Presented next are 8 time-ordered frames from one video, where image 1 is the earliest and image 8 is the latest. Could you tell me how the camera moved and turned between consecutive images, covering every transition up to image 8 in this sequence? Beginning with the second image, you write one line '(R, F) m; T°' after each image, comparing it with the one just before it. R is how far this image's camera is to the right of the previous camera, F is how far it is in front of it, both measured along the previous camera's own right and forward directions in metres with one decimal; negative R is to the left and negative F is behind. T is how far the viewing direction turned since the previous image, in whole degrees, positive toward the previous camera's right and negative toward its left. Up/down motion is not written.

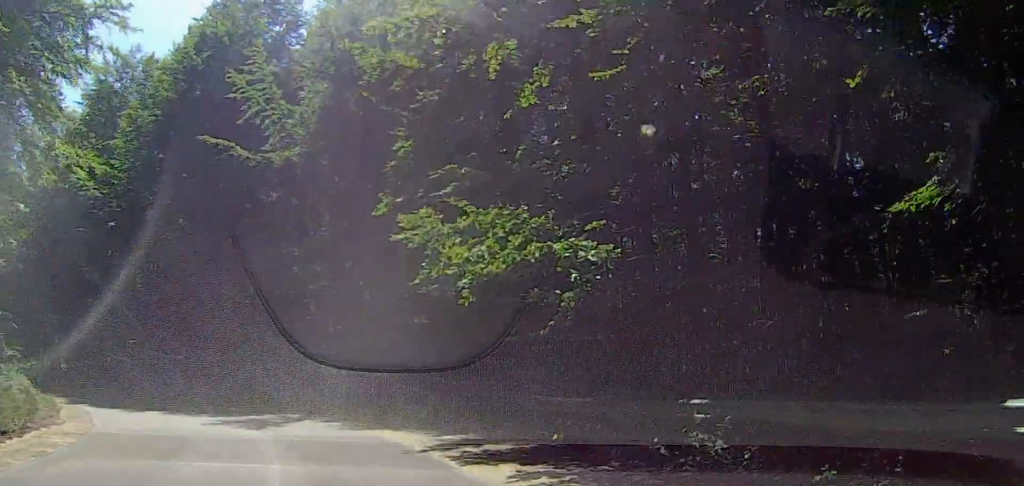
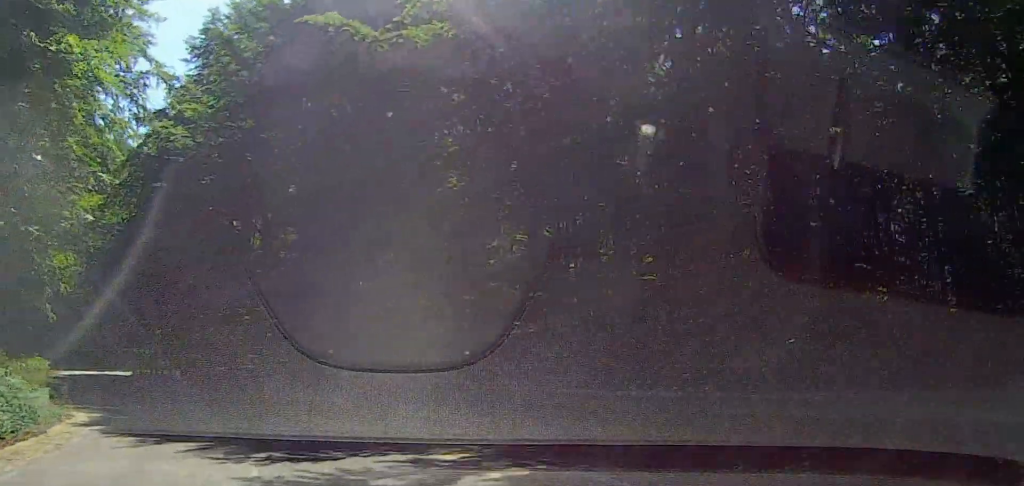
(-0.3, +10.5) m; -12°
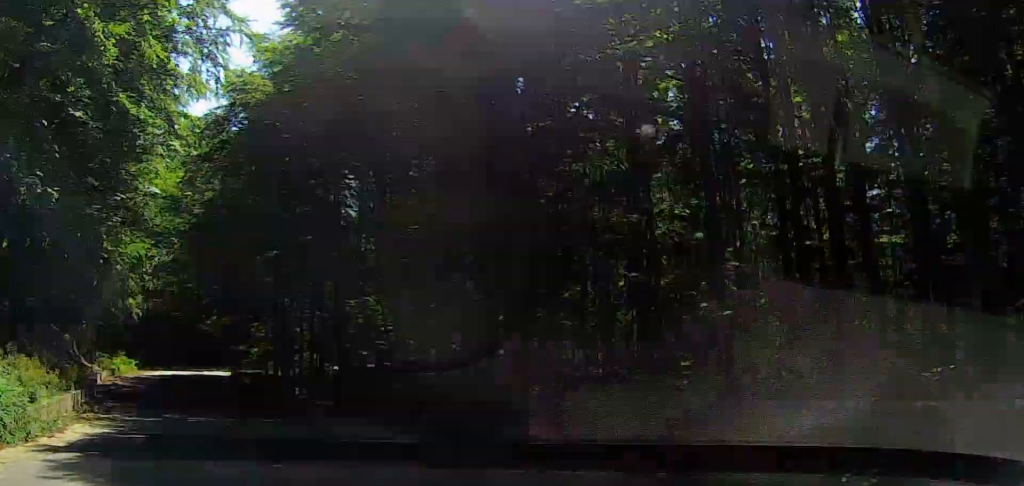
(+0.6, +6.0) m; -15°
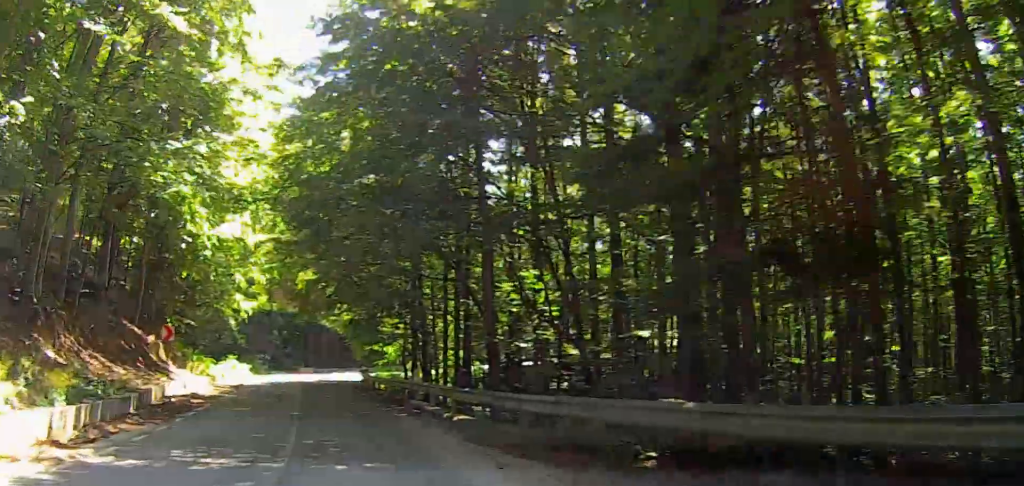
(-2.7, +7.5) m; -16°
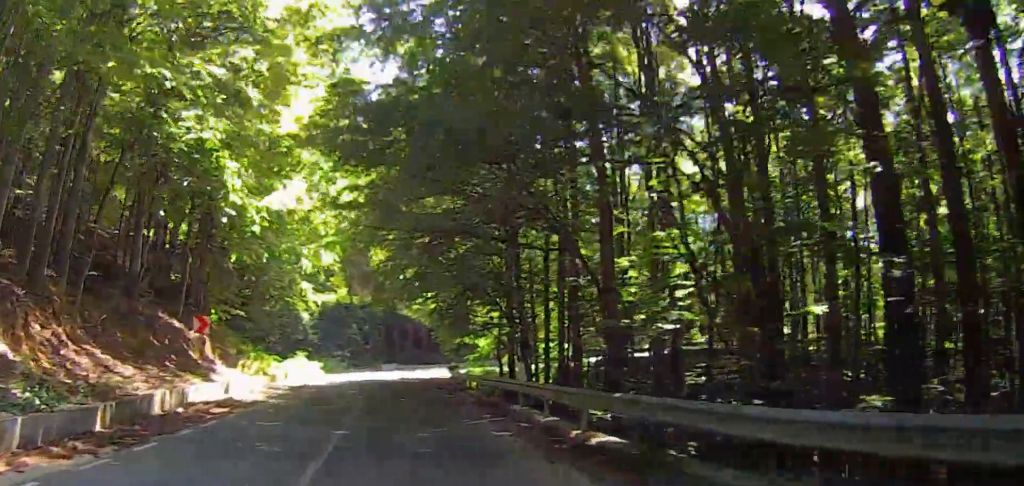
(-0.7, +6.4) m; -7°
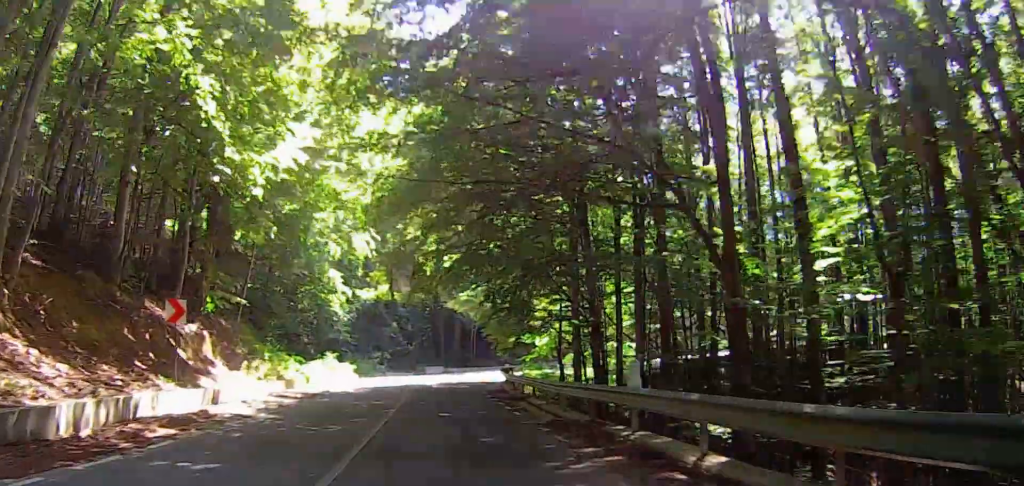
(+0.1, +6.5) m; -2°
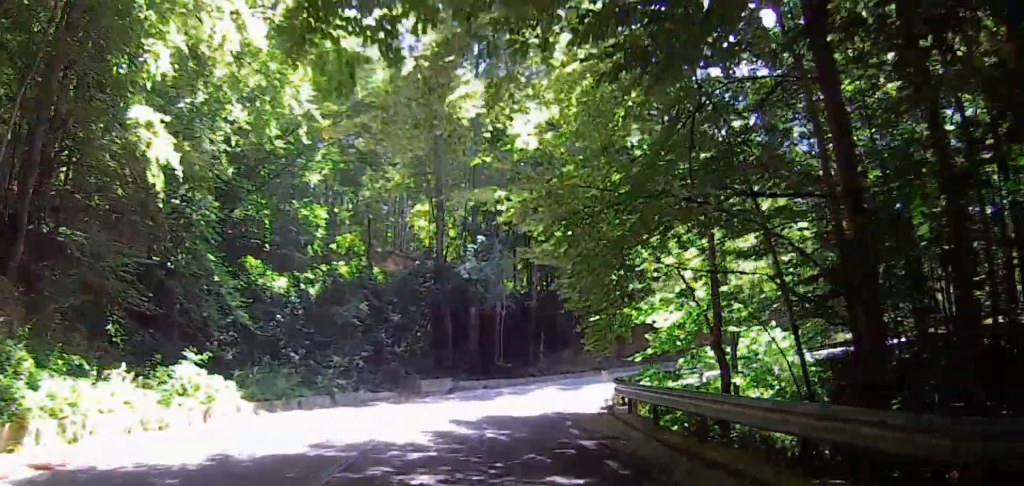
(-1.1, +25.6) m; -1°
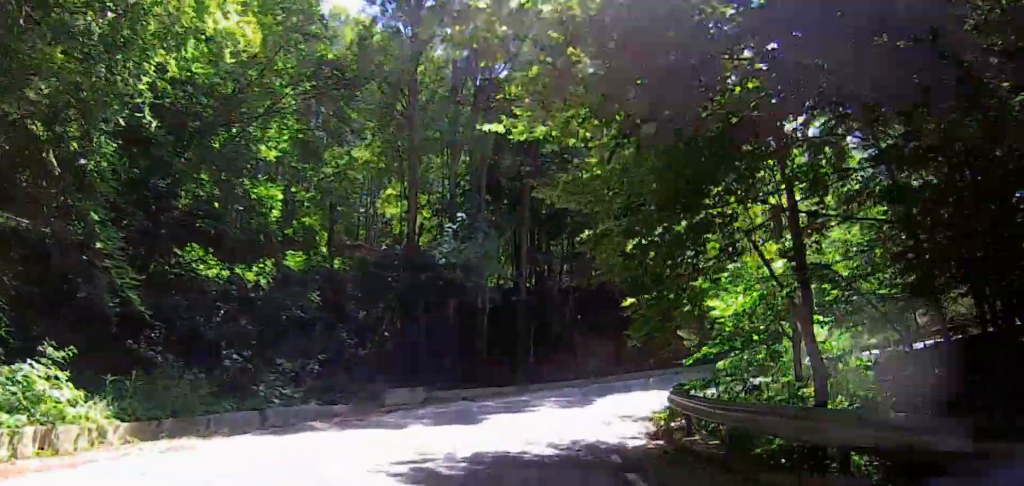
(0.0, +7.0) m; +3°
